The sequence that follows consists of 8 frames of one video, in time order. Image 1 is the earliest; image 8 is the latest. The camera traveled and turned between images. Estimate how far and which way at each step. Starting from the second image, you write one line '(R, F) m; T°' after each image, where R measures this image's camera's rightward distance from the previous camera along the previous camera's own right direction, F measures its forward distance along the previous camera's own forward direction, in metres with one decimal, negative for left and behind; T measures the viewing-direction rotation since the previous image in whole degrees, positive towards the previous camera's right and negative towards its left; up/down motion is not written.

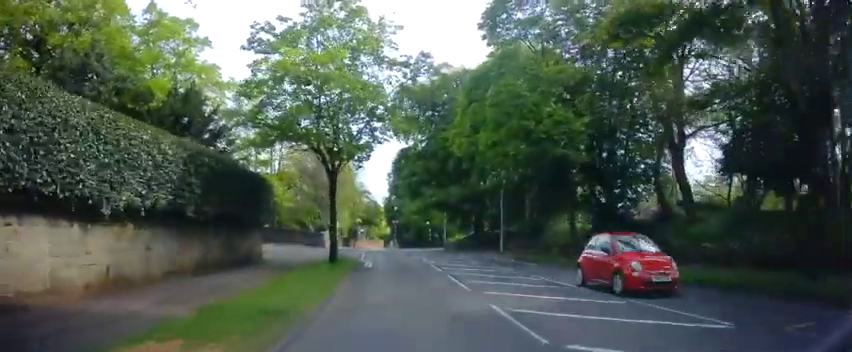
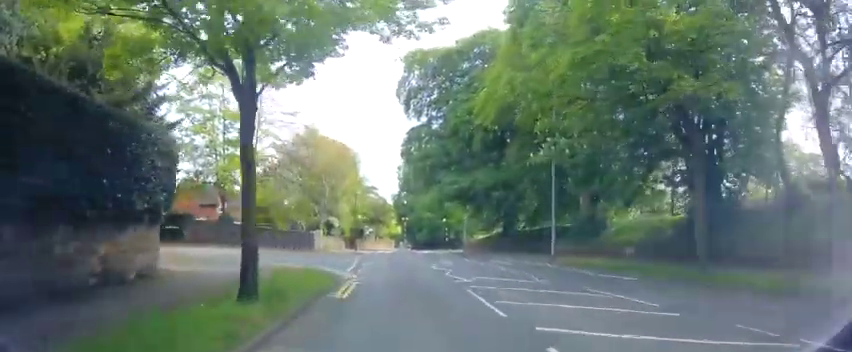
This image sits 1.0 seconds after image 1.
(-0.2, +10.8) m; -4°
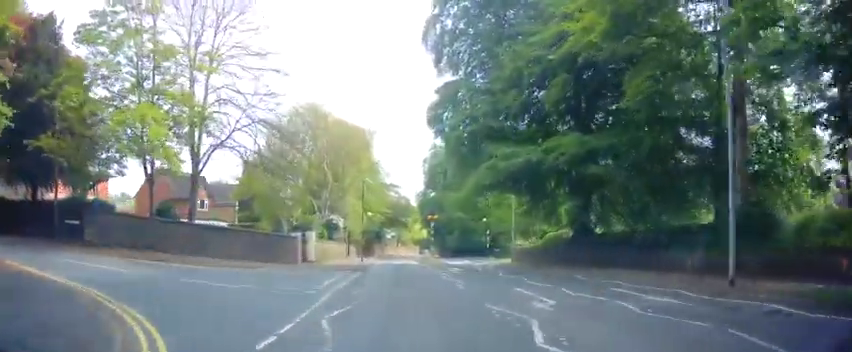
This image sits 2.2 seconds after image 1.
(-0.7, +13.9) m; -2°
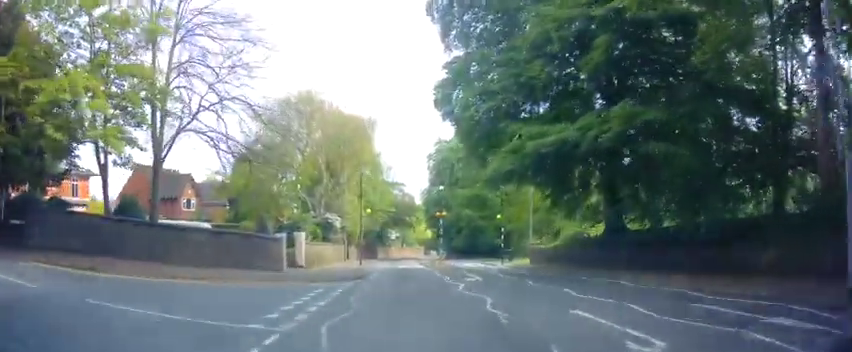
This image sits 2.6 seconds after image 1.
(+0.2, +4.3) m; -1°
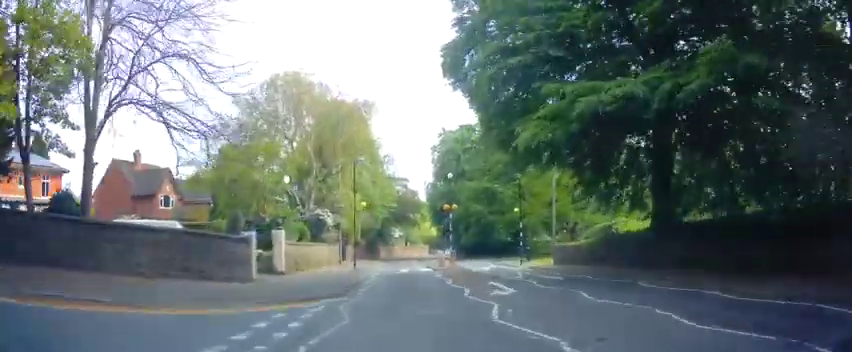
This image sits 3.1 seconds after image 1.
(+0.3, +5.1) m; -1°
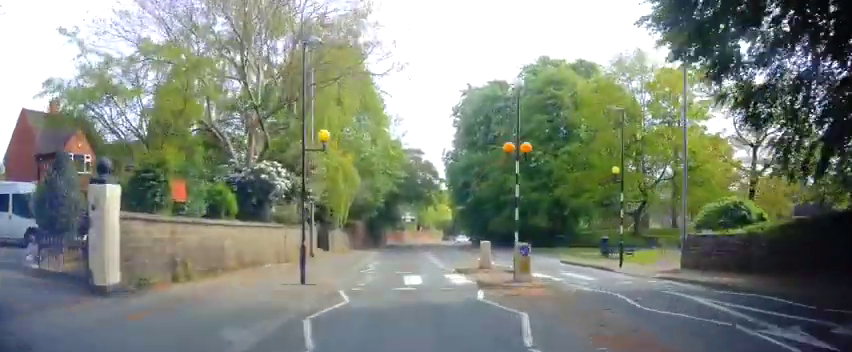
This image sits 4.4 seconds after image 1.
(-0.9, +14.3) m; -3°
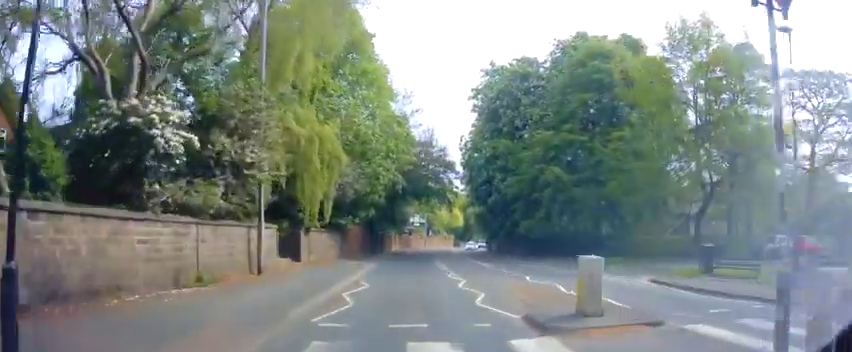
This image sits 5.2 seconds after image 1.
(+0.1, +9.3) m; +1°
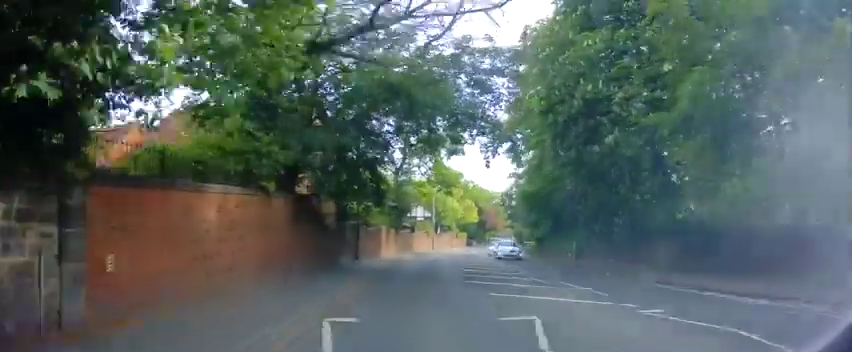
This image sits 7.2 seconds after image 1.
(-0.4, +23.9) m; -3°
